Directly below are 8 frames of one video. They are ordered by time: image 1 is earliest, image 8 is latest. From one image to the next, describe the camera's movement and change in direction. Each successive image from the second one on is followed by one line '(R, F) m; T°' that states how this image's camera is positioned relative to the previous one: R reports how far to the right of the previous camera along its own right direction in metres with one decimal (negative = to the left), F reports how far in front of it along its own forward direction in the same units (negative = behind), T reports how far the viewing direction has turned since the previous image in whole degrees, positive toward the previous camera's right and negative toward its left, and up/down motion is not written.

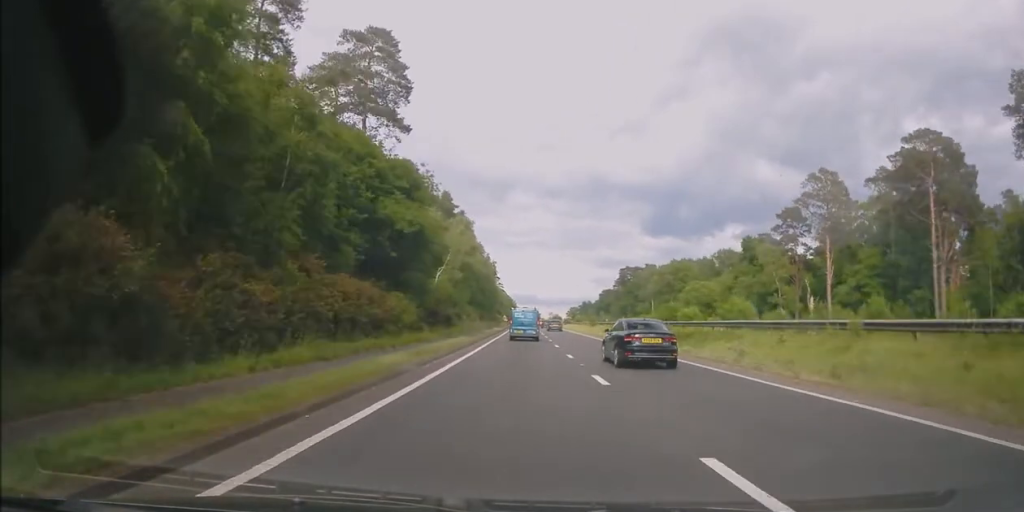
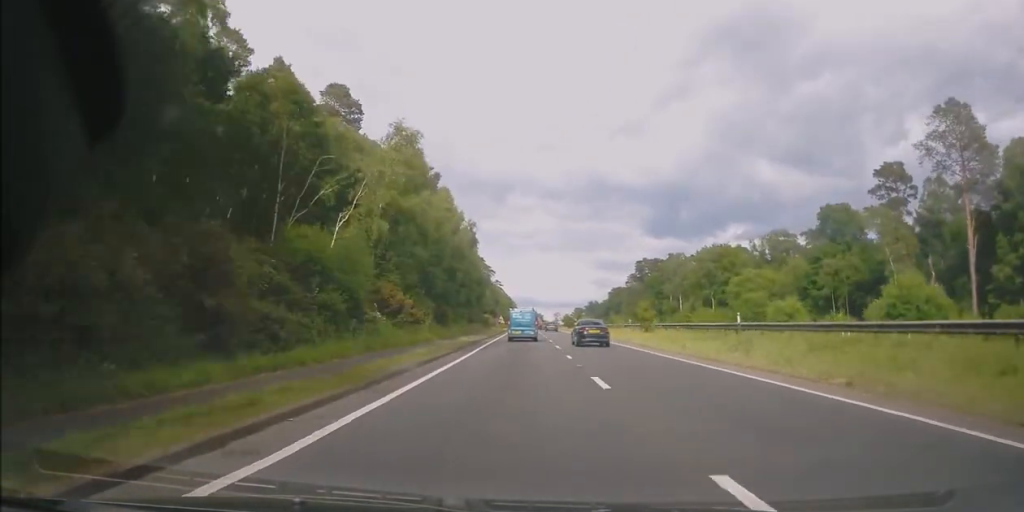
(+0.2, +36.7) m; 0°
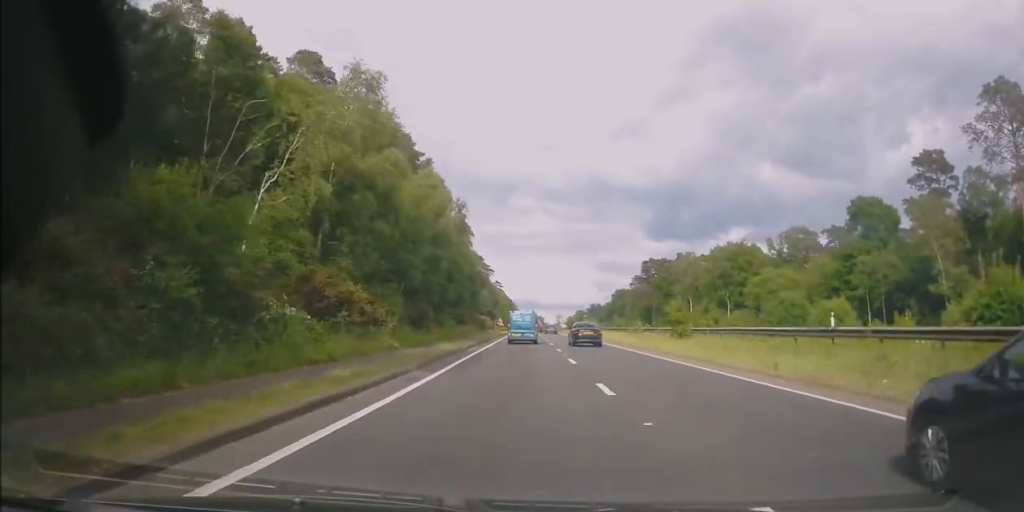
(-0.1, +9.8) m; 0°
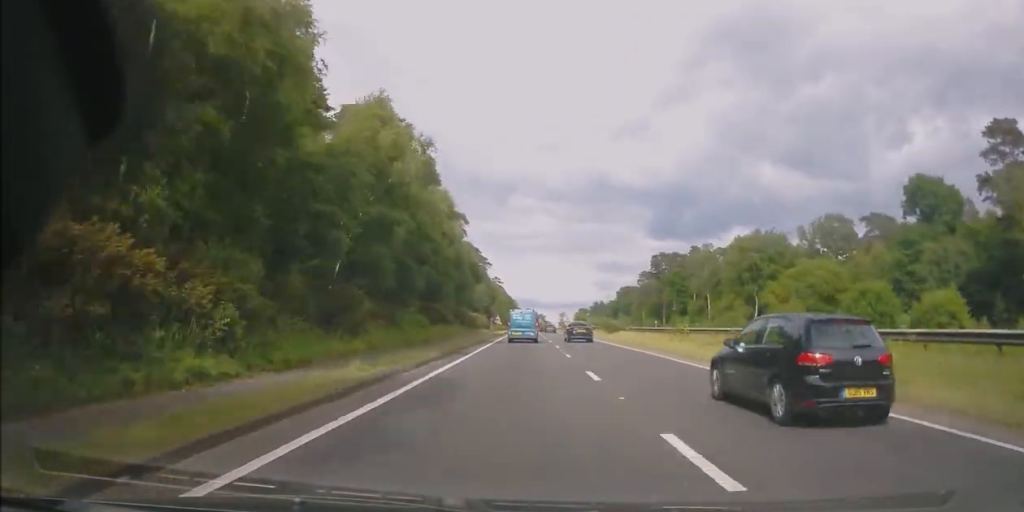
(+0.2, +15.0) m; 0°
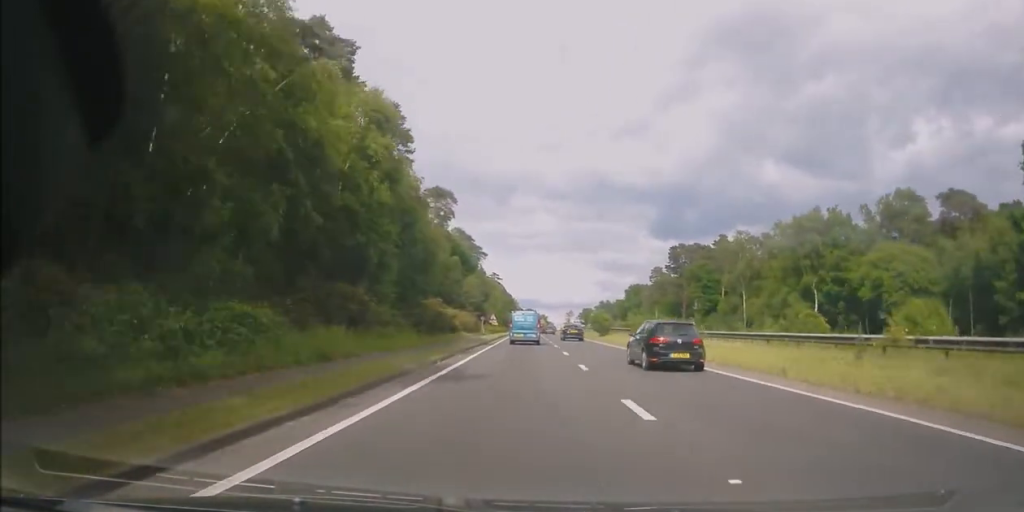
(-0.2, +23.4) m; -1°
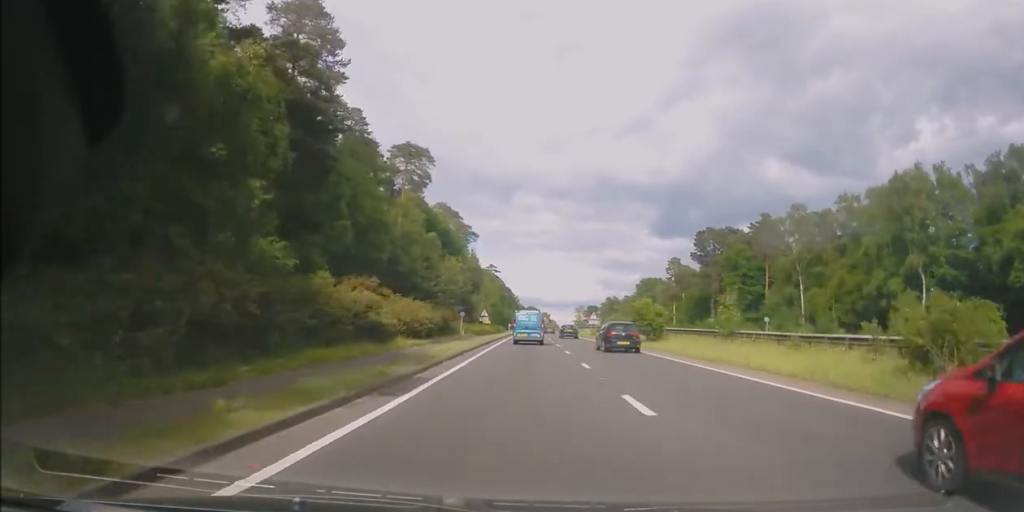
(-0.2, +26.4) m; 0°
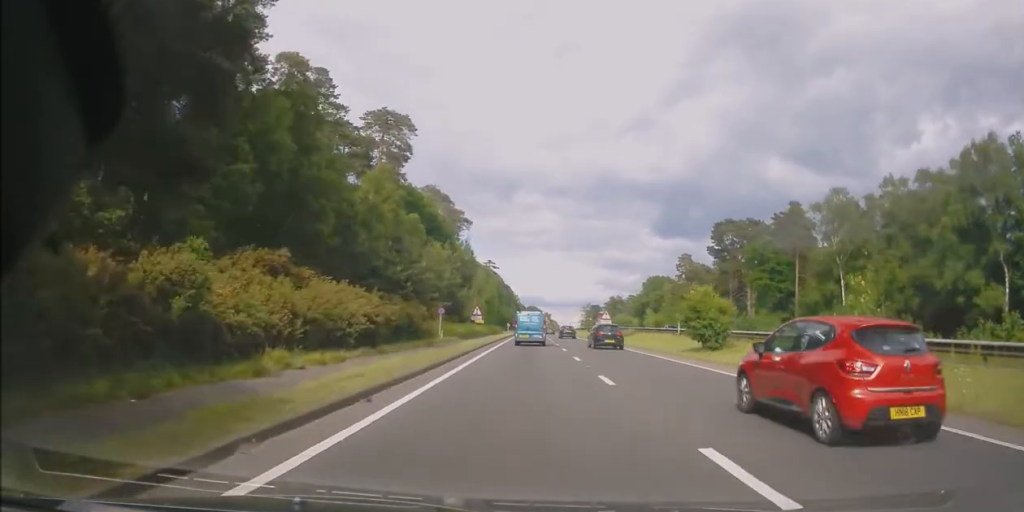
(+0.1, +13.7) m; +1°
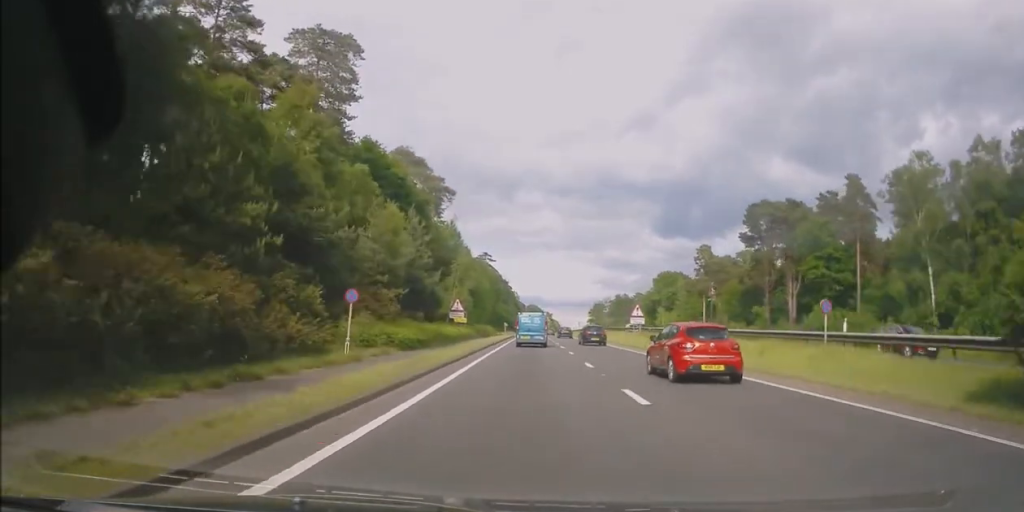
(+0.2, +21.1) m; 0°
